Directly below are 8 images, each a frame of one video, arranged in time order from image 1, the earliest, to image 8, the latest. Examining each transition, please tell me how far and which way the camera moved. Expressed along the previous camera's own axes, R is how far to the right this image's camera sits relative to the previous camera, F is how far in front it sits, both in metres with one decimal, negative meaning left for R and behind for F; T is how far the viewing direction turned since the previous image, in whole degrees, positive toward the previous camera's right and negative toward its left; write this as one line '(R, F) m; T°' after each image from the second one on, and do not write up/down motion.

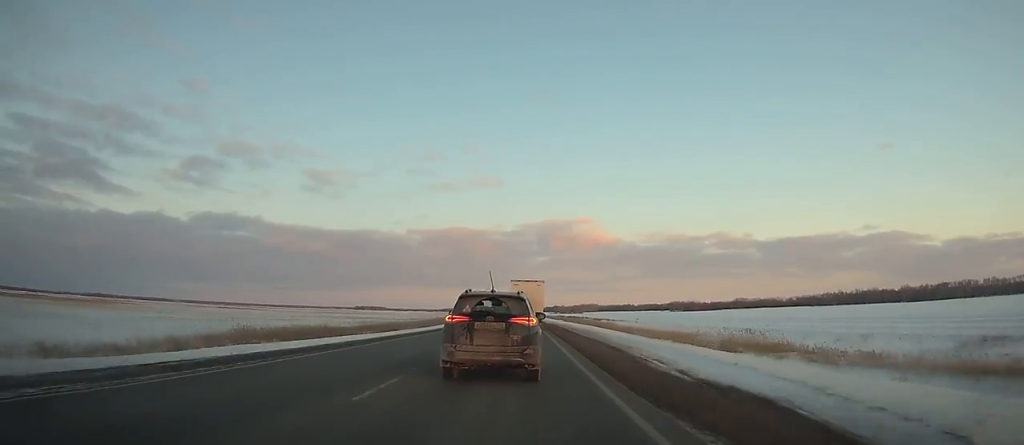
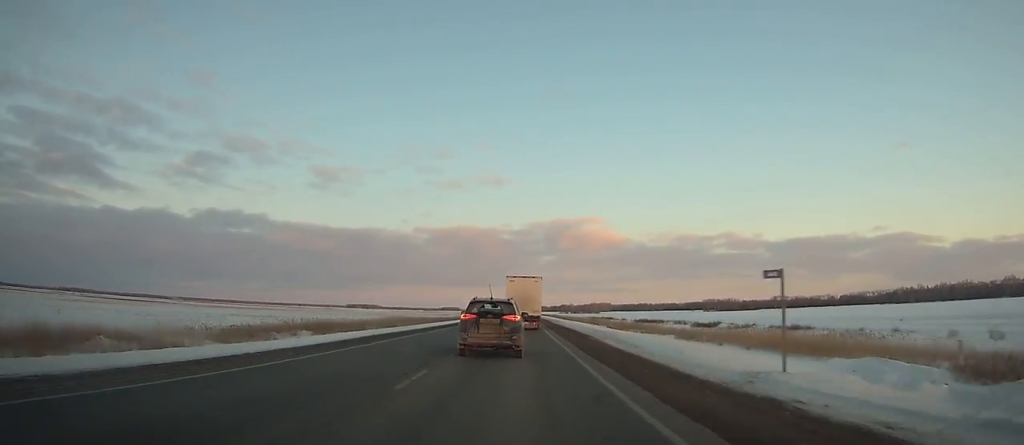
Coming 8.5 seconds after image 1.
(-2.1, +188.2) m; -1°
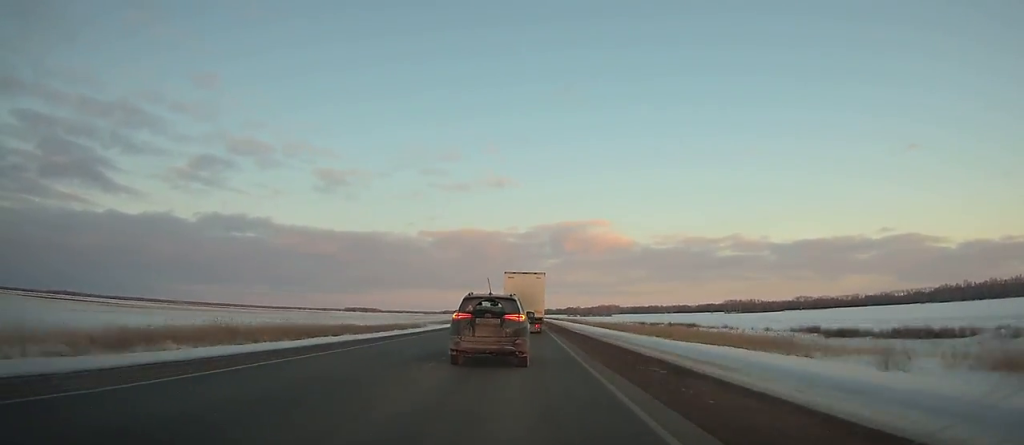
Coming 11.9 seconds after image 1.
(-0.2, +77.4) m; 0°
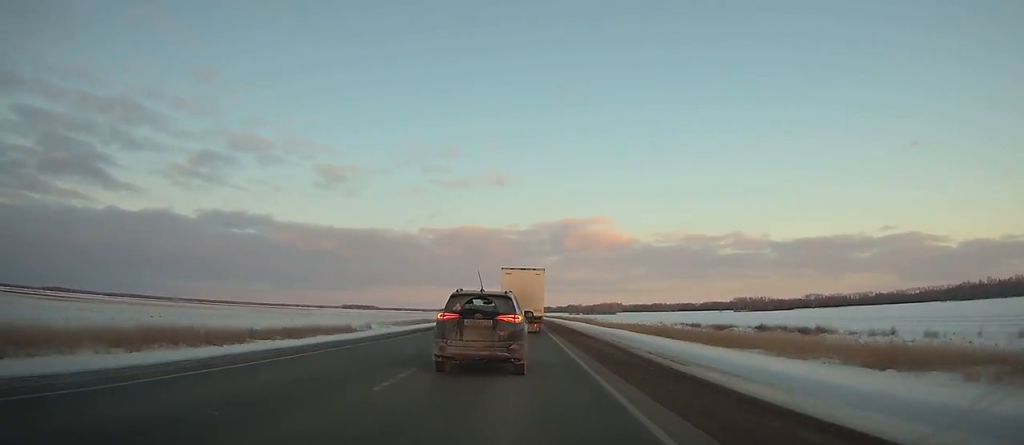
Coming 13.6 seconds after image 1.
(+0.1, +38.6) m; 0°
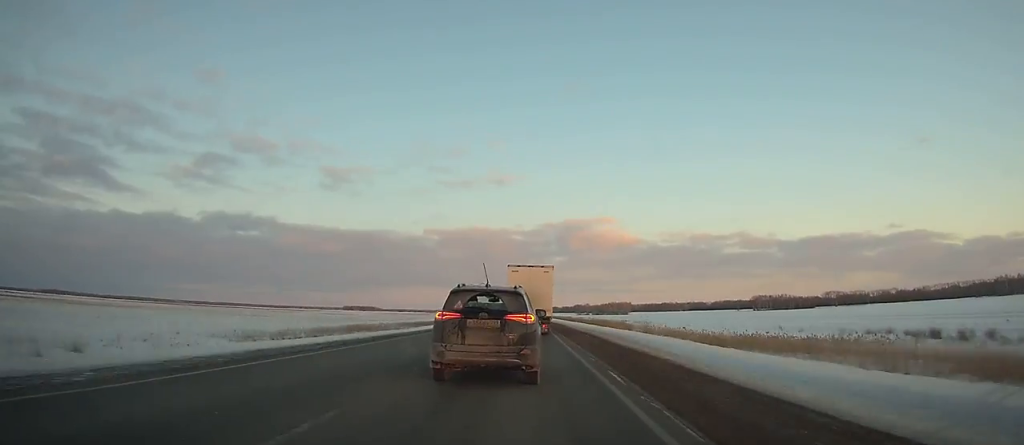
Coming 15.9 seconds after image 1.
(0.0, +51.7) m; 0°
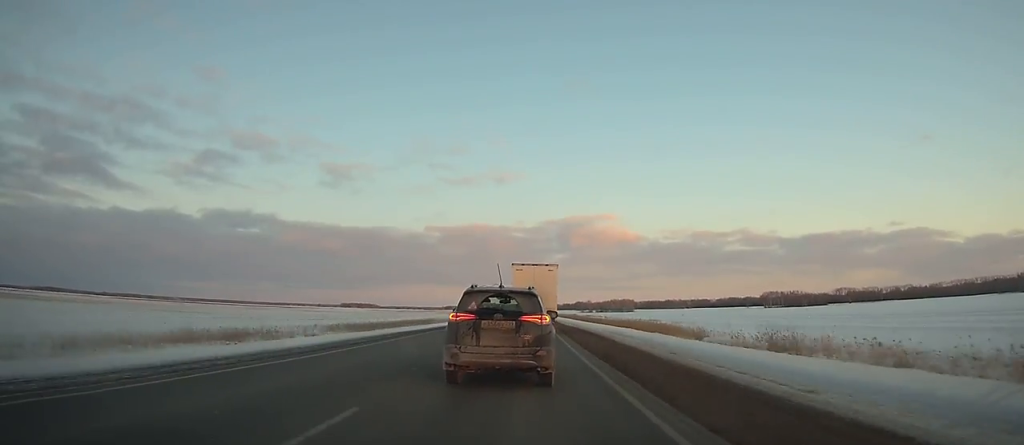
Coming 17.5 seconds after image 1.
(-0.1, +35.6) m; 0°
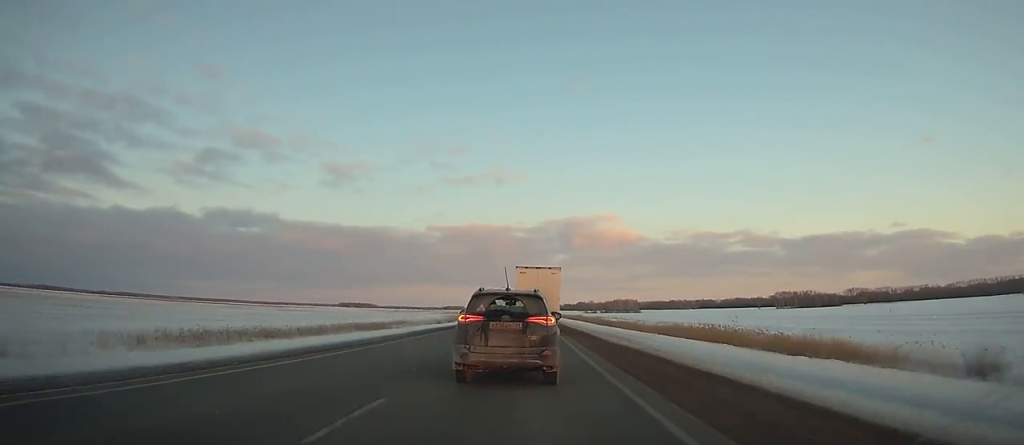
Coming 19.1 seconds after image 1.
(0.0, +35.2) m; 0°
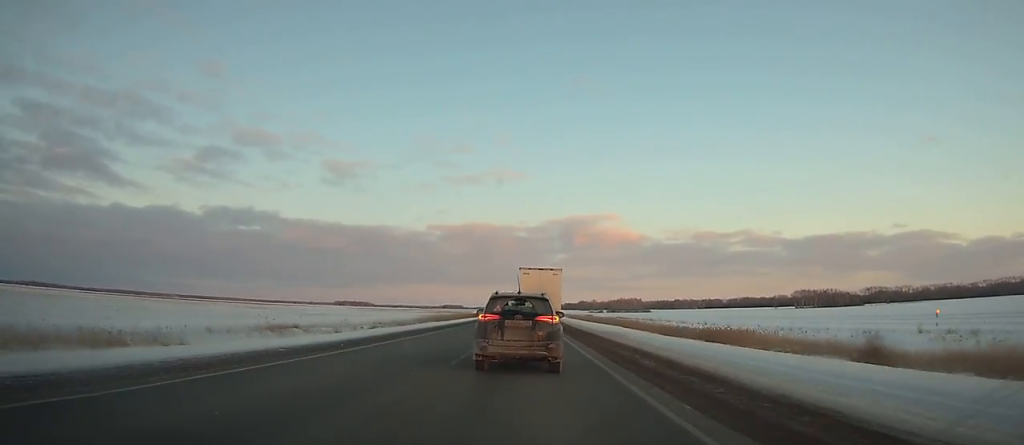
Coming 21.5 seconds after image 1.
(0.0, +52.6) m; 0°
